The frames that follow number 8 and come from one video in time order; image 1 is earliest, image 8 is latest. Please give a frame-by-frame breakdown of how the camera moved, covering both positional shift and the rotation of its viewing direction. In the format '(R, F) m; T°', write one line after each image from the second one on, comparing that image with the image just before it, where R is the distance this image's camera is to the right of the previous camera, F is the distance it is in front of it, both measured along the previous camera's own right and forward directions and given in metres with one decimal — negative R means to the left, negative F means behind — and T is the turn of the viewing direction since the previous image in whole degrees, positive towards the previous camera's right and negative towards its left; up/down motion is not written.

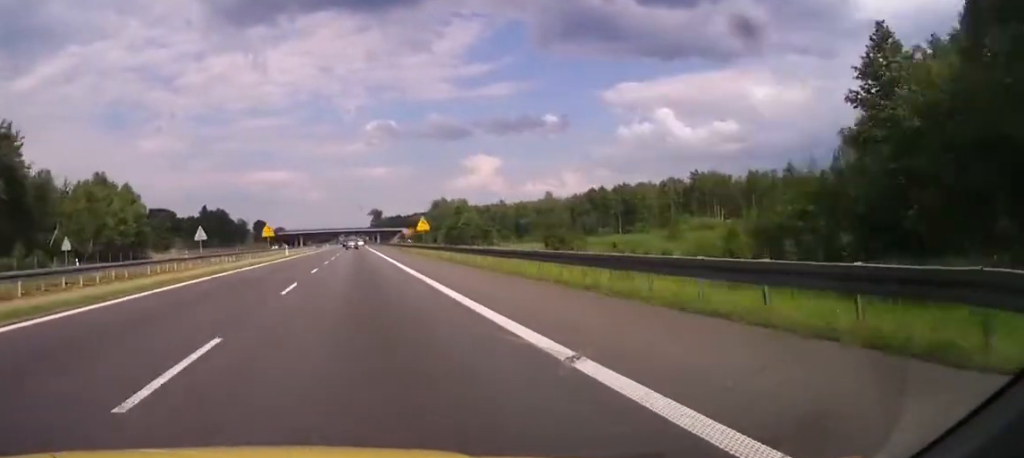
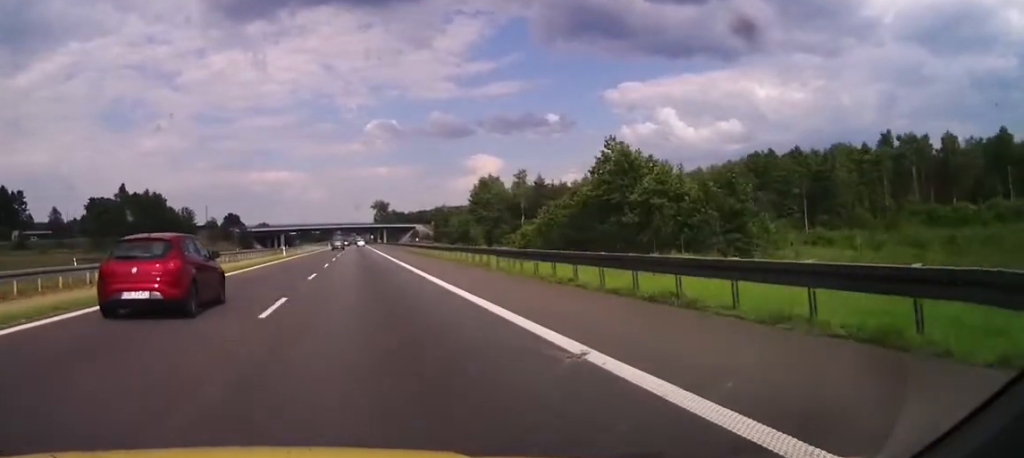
(-0.2, +107.5) m; 0°
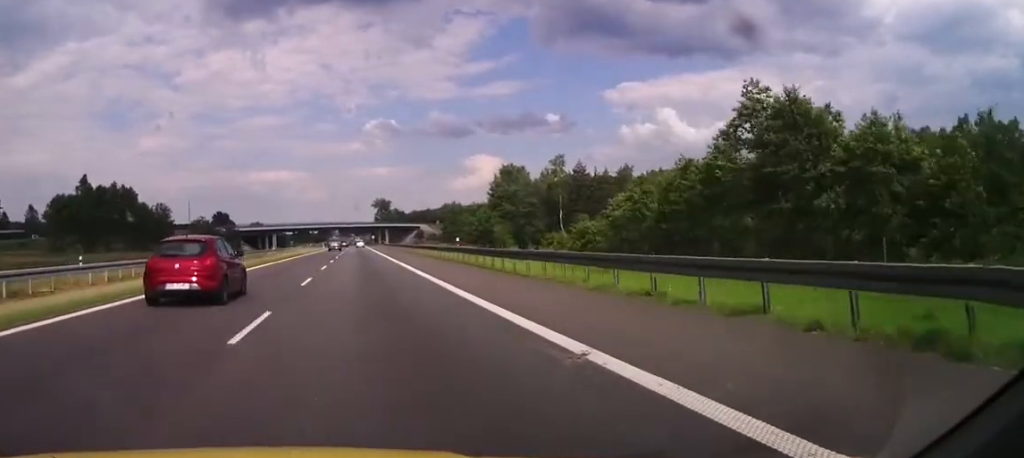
(0.0, +26.9) m; 0°
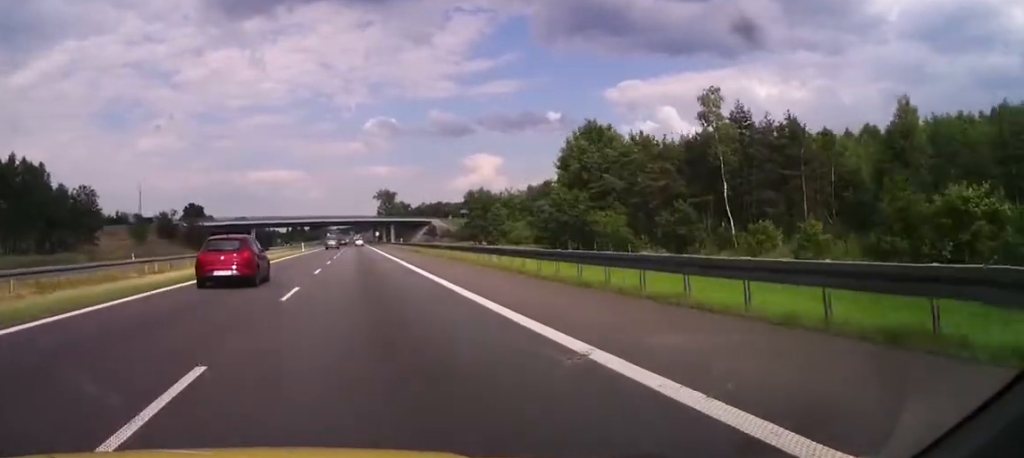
(0.0, +53.8) m; 0°
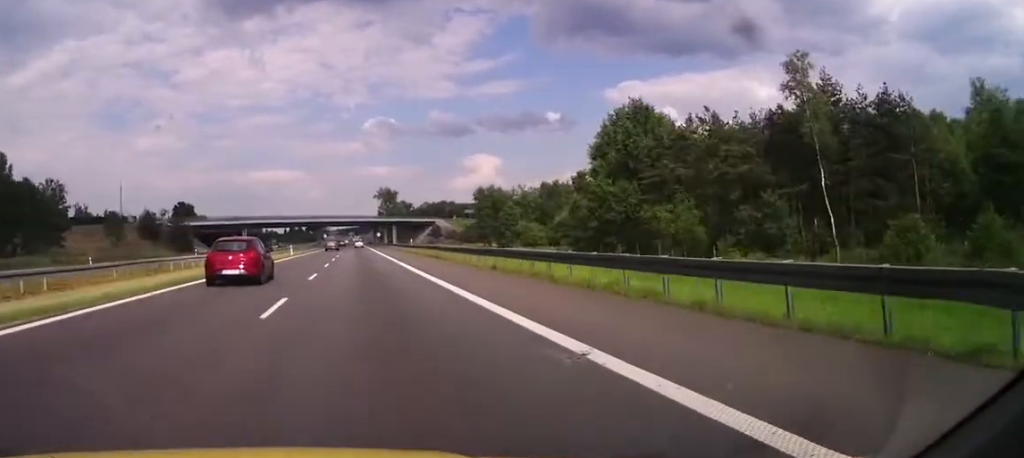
(0.0, +15.4) m; 0°
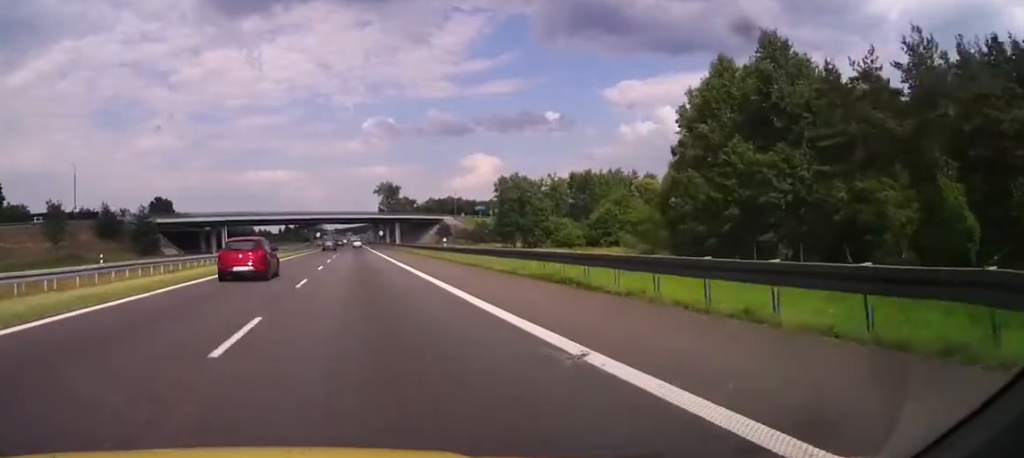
(0.0, +28.2) m; 0°
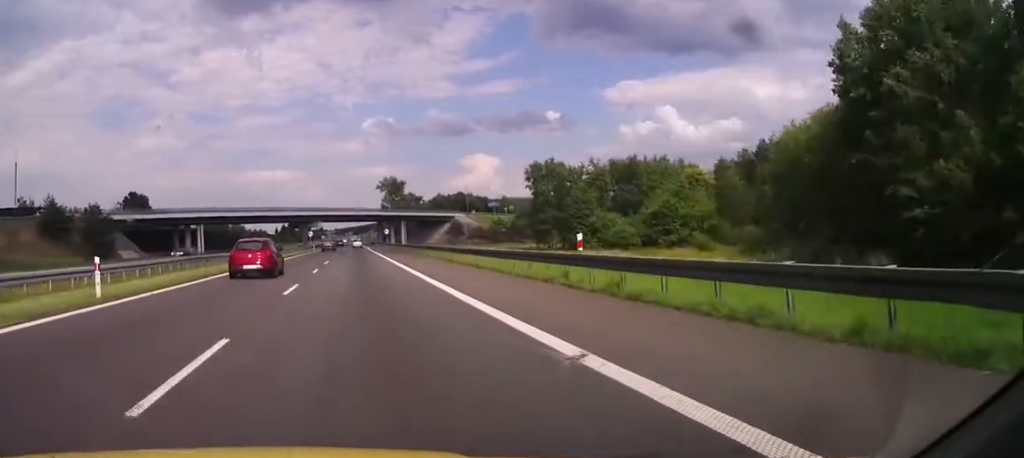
(0.0, +26.9) m; 0°
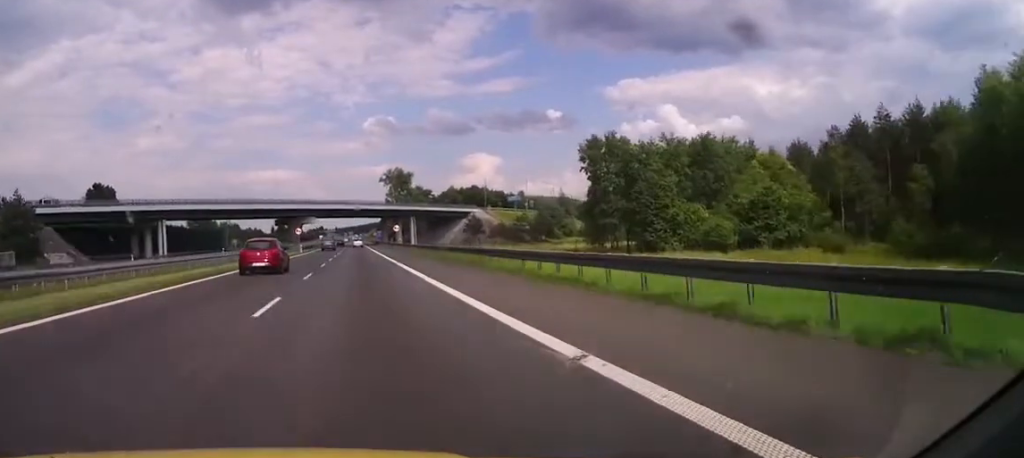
(0.0, +29.3) m; 0°
